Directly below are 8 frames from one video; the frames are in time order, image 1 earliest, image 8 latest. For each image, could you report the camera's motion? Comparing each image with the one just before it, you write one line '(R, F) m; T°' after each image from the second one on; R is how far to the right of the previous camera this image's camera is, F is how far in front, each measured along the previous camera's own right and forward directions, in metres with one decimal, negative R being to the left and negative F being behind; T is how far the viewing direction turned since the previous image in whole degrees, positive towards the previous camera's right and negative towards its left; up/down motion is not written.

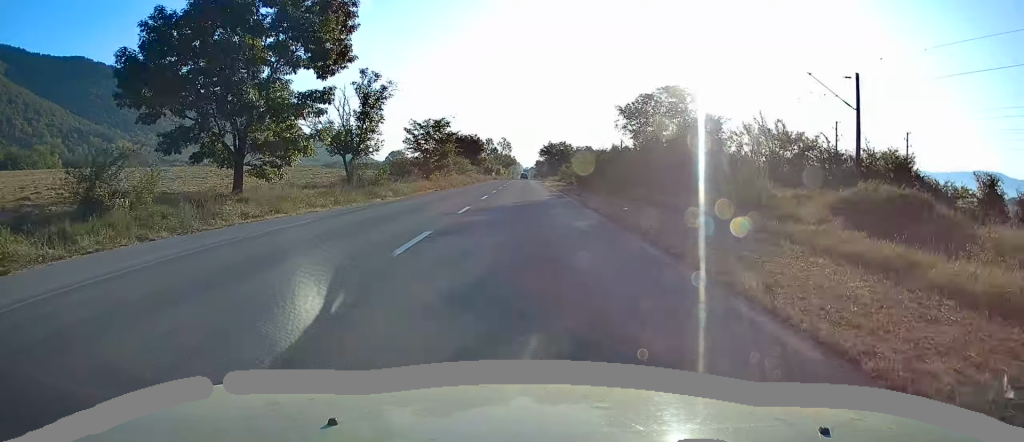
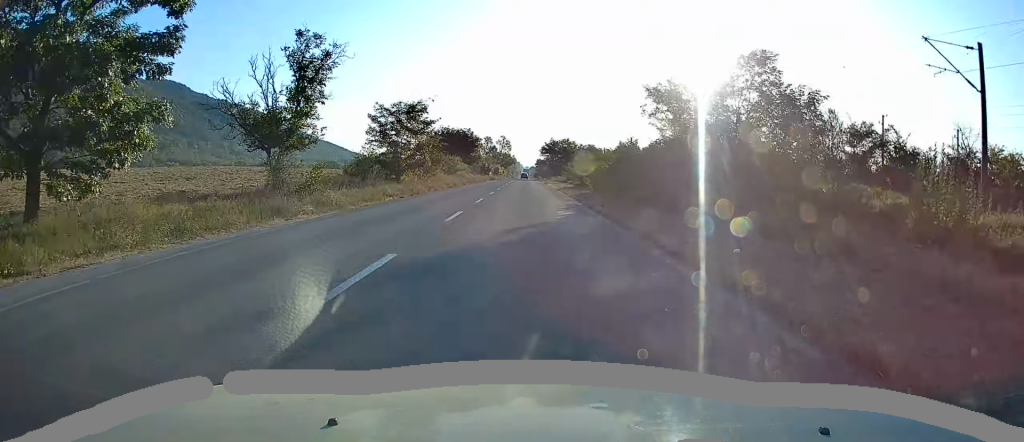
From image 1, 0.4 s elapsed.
(+0.1, +12.1) m; 0°
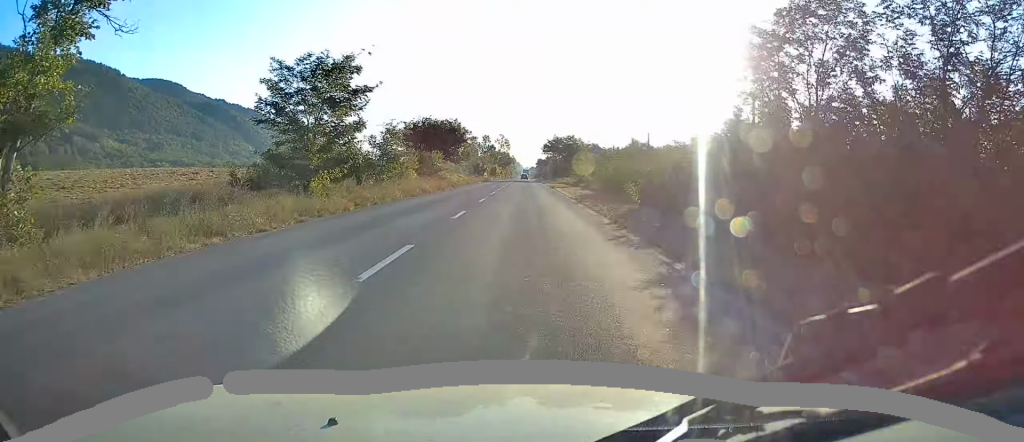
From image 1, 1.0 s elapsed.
(-0.2, +16.7) m; 0°
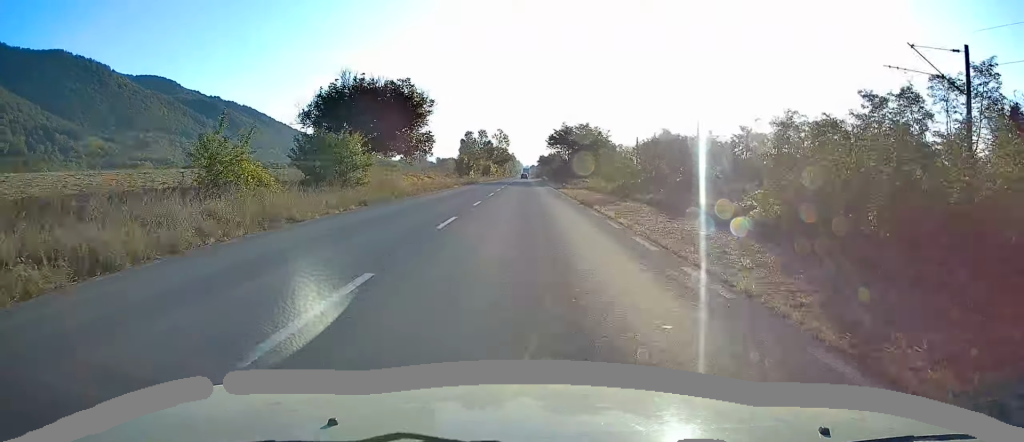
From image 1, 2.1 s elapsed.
(0.0, +29.7) m; 0°
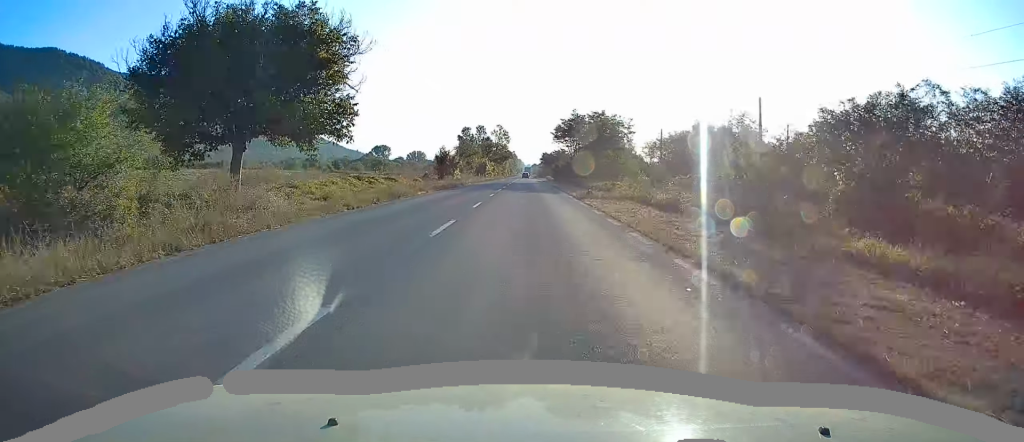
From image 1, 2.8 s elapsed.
(+0.1, +19.5) m; 0°
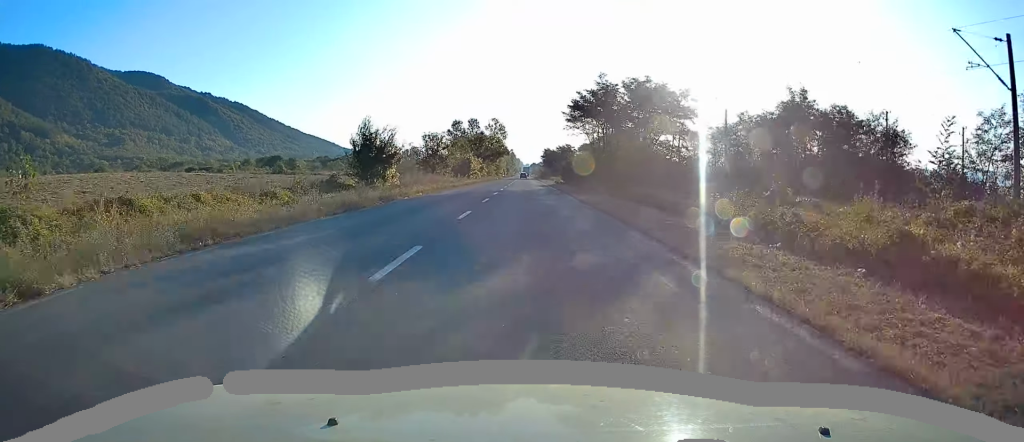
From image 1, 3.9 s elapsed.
(-0.2, +31.5) m; -1°
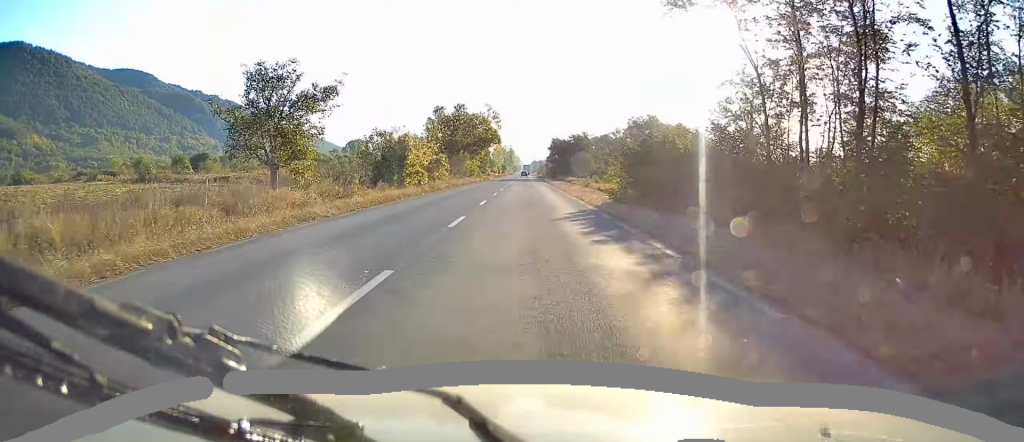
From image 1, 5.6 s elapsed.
(+0.1, +47.3) m; +1°
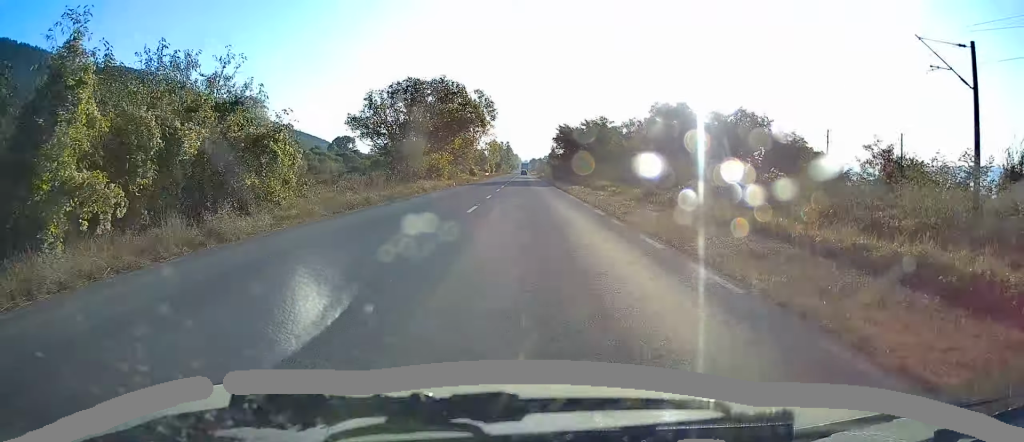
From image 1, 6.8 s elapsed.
(-0.2, +31.3) m; -1°
